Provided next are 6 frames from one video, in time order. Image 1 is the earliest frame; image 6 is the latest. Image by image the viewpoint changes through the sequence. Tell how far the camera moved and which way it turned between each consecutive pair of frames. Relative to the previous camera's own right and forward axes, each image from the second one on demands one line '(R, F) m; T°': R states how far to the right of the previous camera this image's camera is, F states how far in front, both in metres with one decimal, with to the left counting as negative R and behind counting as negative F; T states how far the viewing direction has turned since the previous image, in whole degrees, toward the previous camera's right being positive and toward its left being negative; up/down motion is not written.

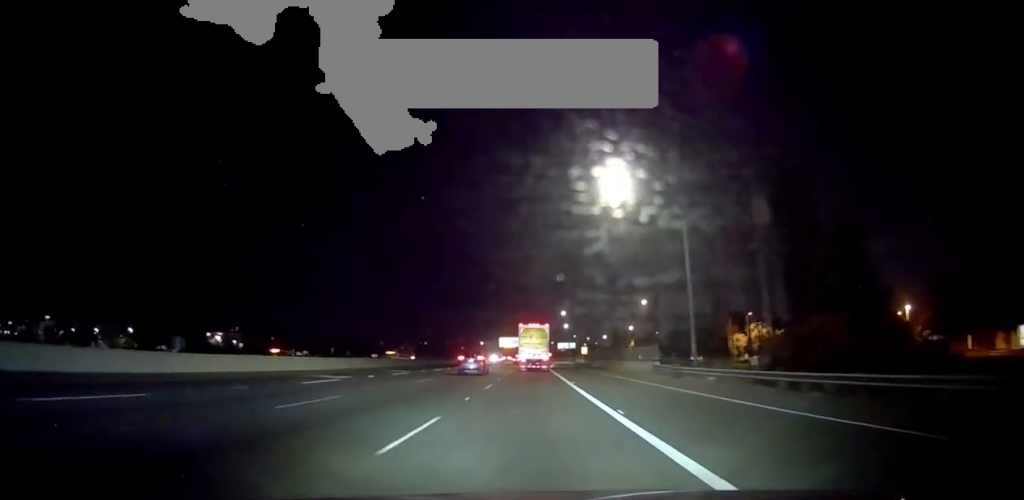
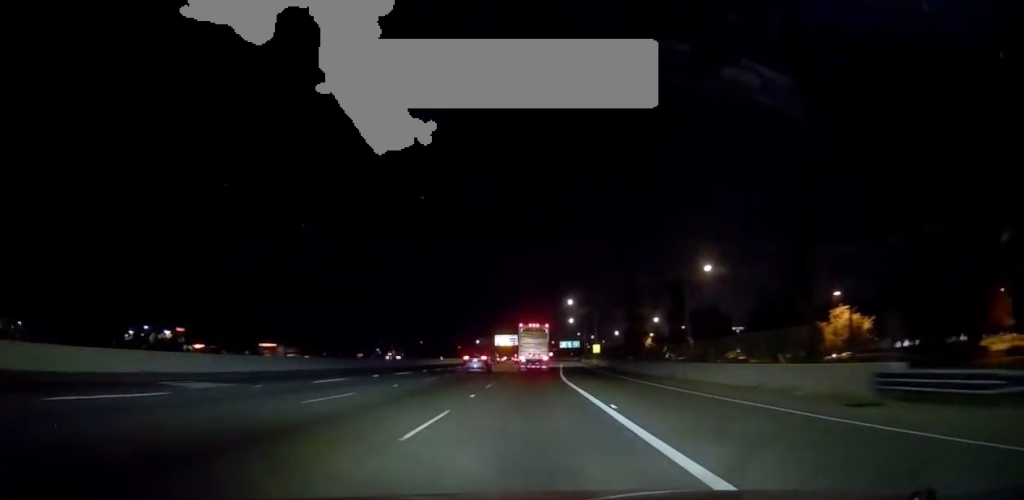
(-0.4, +25.8) m; -1°
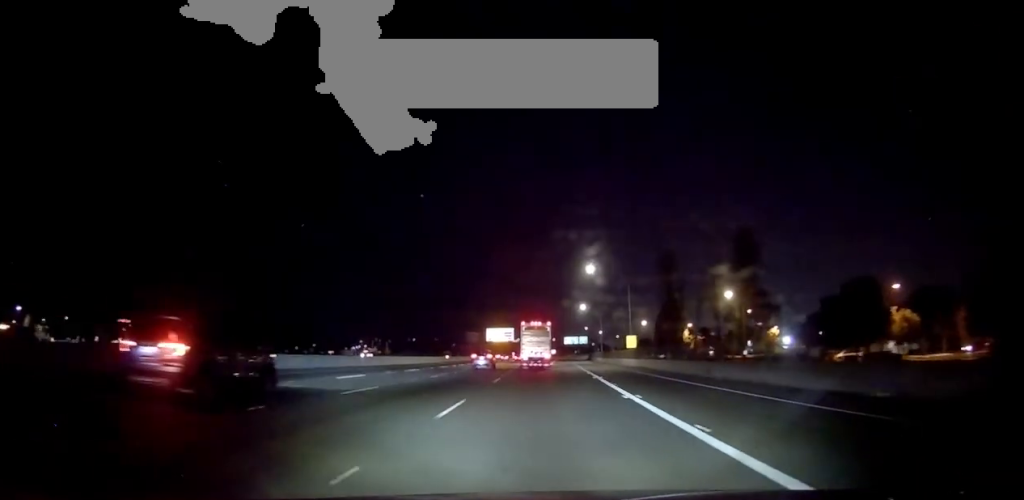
(+0.3, +35.0) m; +1°
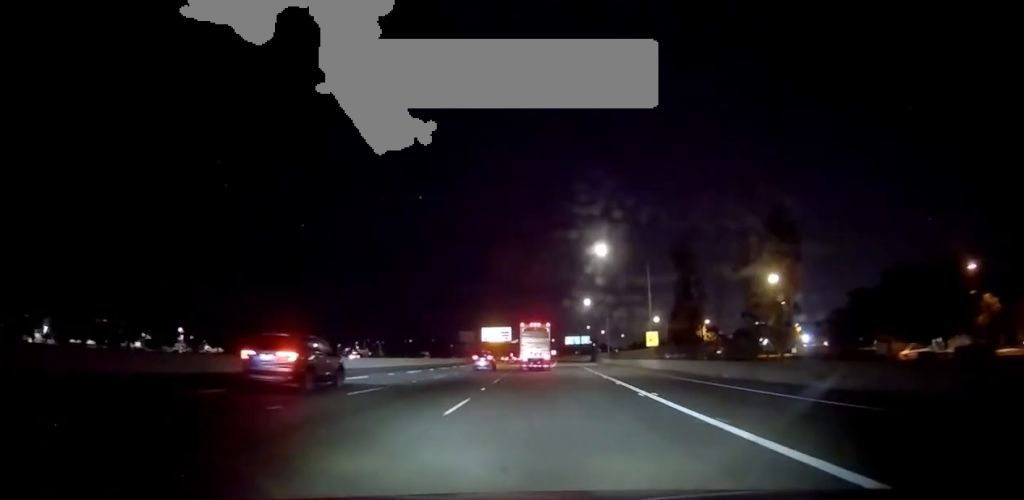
(-0.1, +30.8) m; -1°
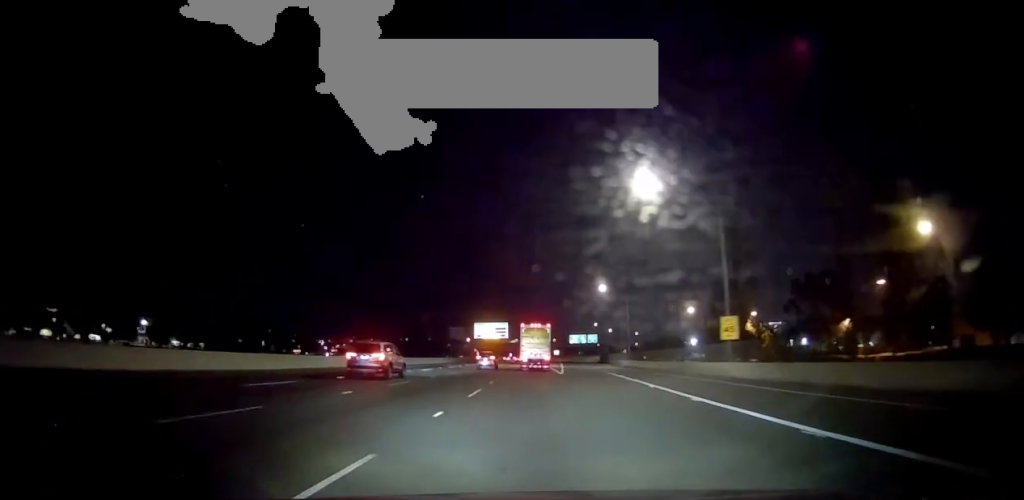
(-0.2, +21.6) m; 0°
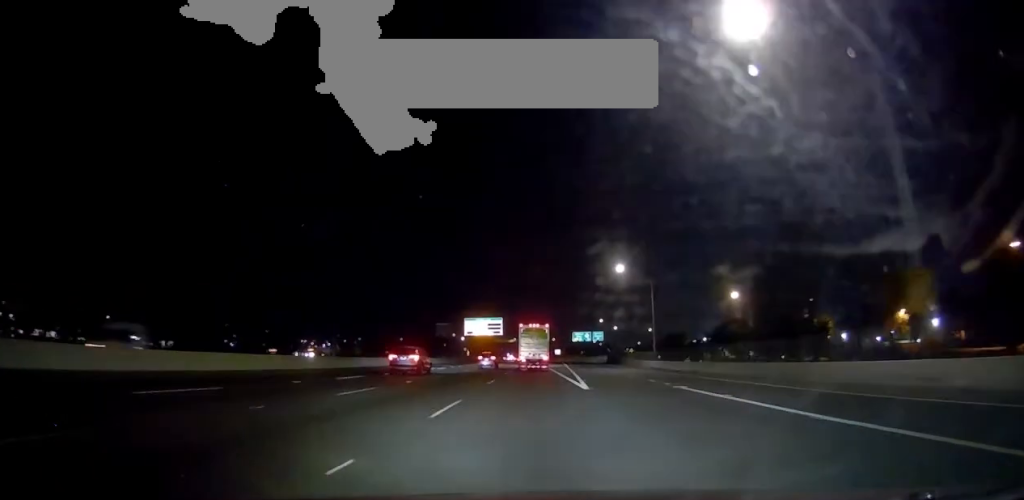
(0.0, +18.7) m; 0°
